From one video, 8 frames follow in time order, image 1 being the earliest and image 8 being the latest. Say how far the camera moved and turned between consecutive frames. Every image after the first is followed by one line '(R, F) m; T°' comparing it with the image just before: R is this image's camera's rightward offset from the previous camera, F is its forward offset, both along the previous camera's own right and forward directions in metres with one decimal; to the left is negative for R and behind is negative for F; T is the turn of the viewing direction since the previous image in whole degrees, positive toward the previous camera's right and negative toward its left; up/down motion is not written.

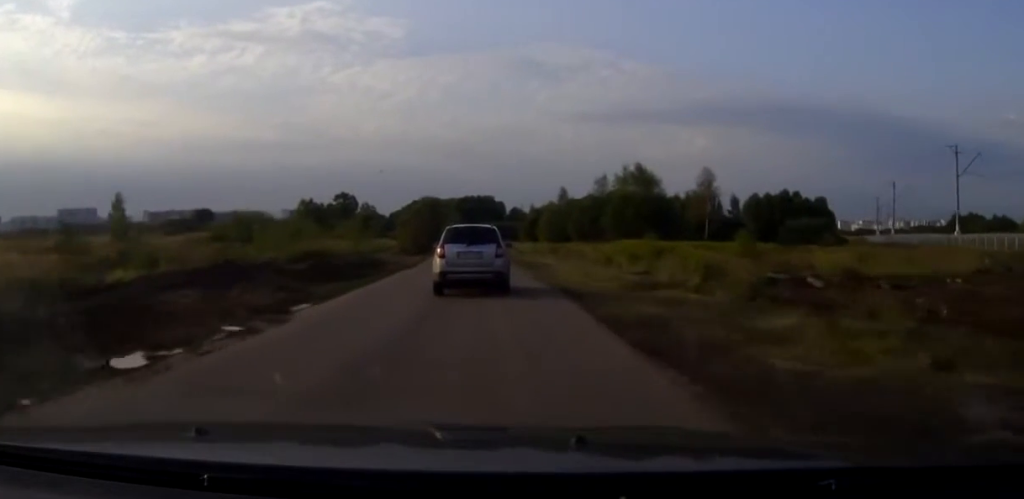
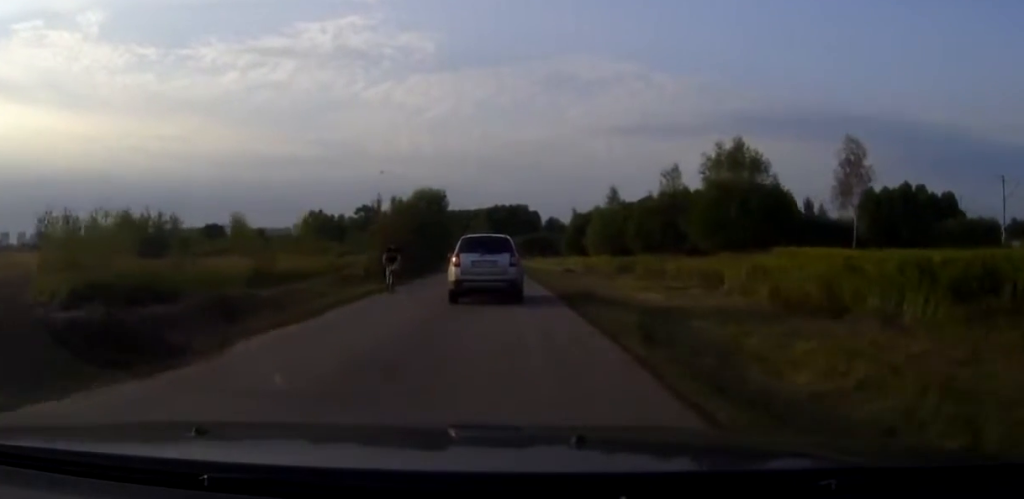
(-0.8, +29.3) m; -2°
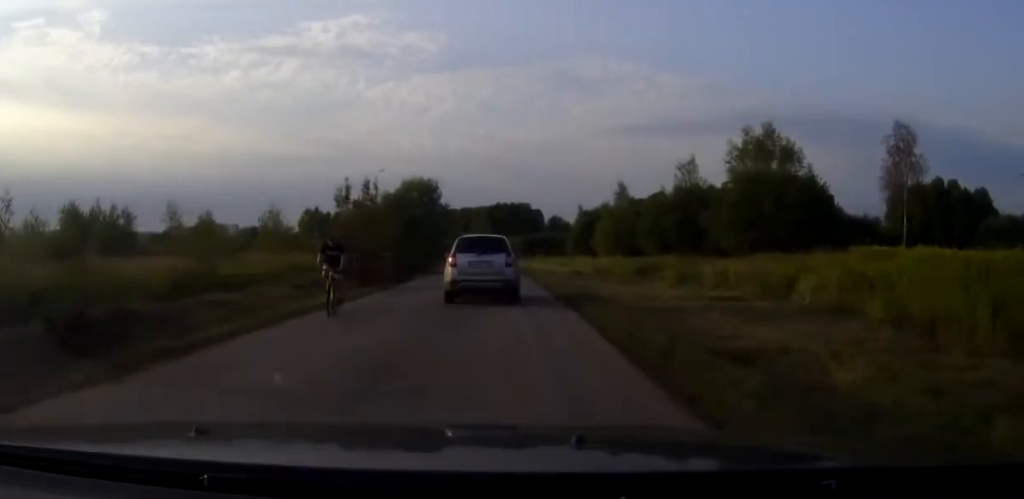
(0.0, +7.0) m; 0°
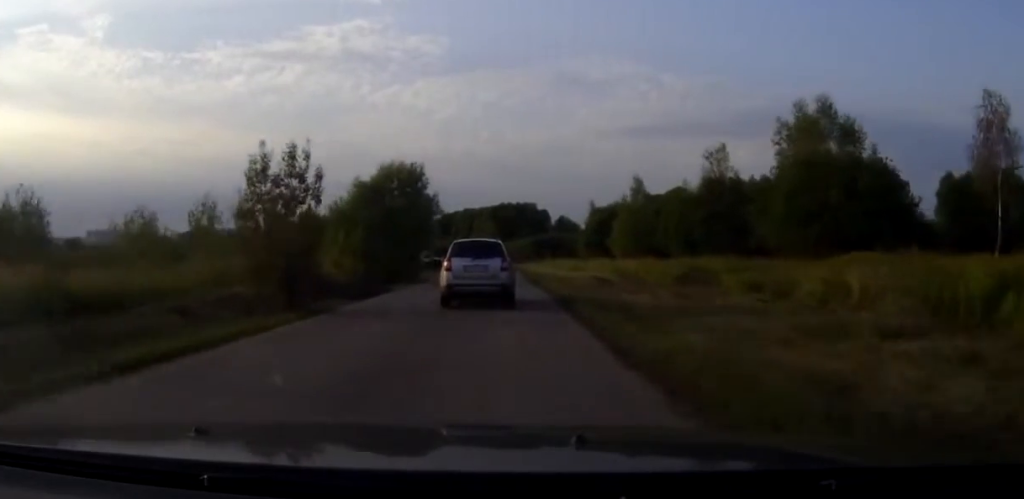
(0.0, +9.9) m; 0°
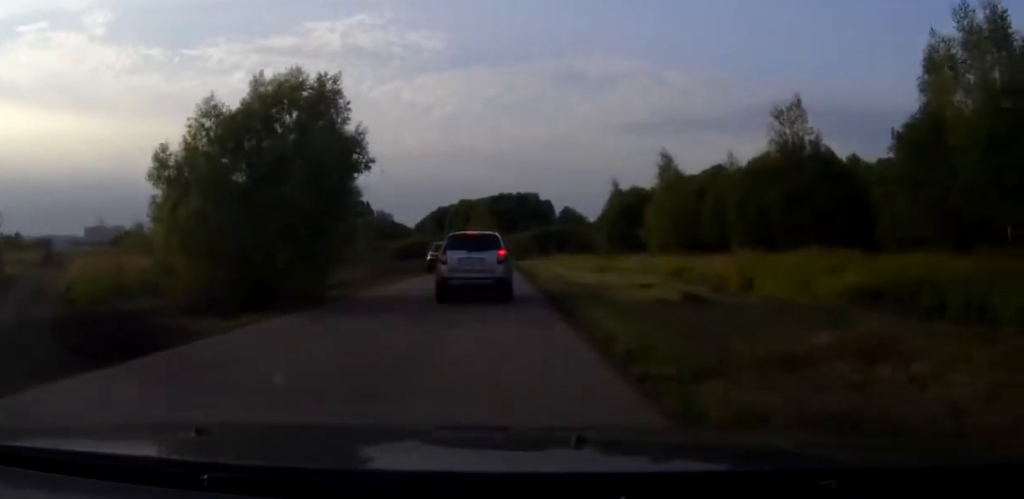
(0.0, +19.1) m; 0°
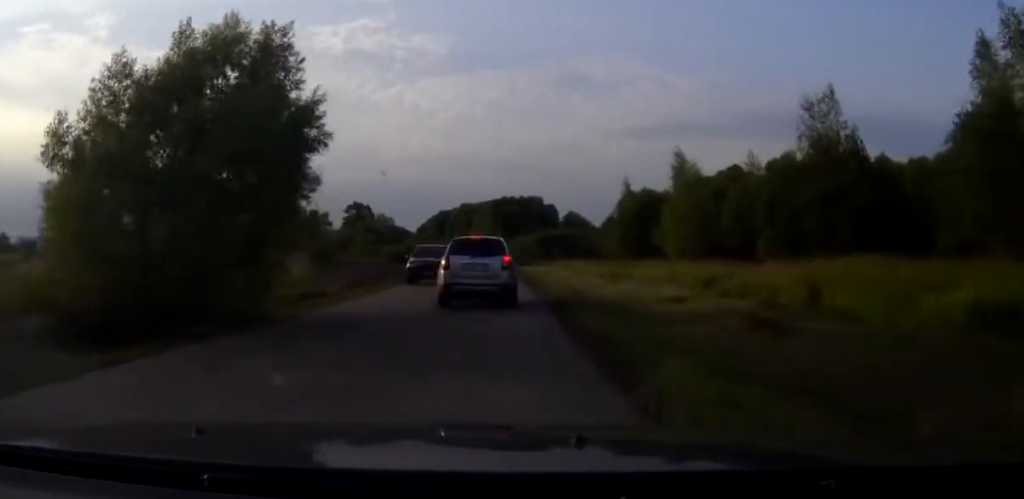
(0.0, +5.2) m; 0°
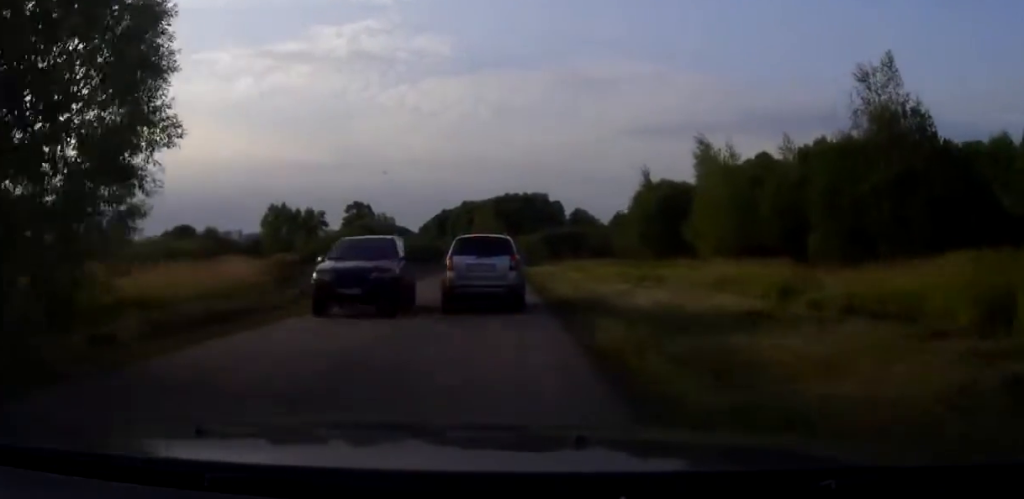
(0.0, +8.0) m; 0°
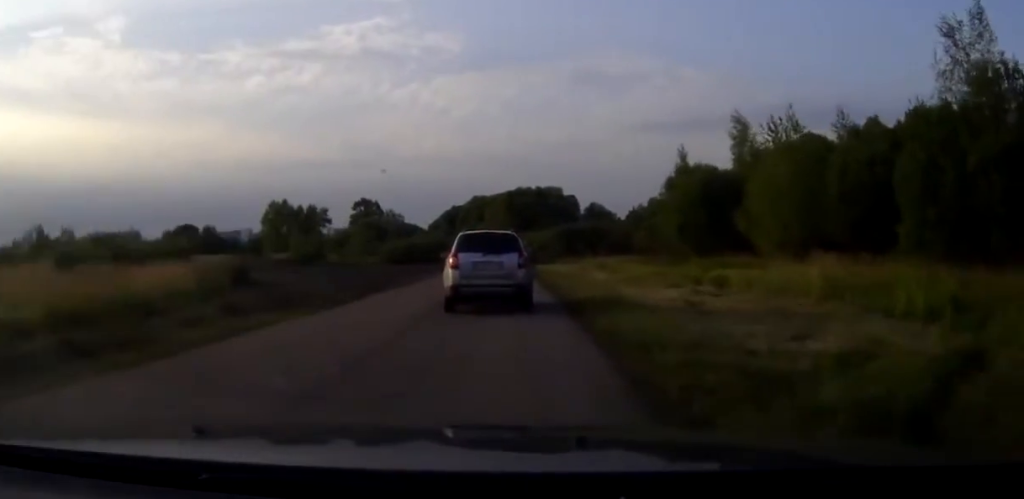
(0.0, +8.2) m; -1°
